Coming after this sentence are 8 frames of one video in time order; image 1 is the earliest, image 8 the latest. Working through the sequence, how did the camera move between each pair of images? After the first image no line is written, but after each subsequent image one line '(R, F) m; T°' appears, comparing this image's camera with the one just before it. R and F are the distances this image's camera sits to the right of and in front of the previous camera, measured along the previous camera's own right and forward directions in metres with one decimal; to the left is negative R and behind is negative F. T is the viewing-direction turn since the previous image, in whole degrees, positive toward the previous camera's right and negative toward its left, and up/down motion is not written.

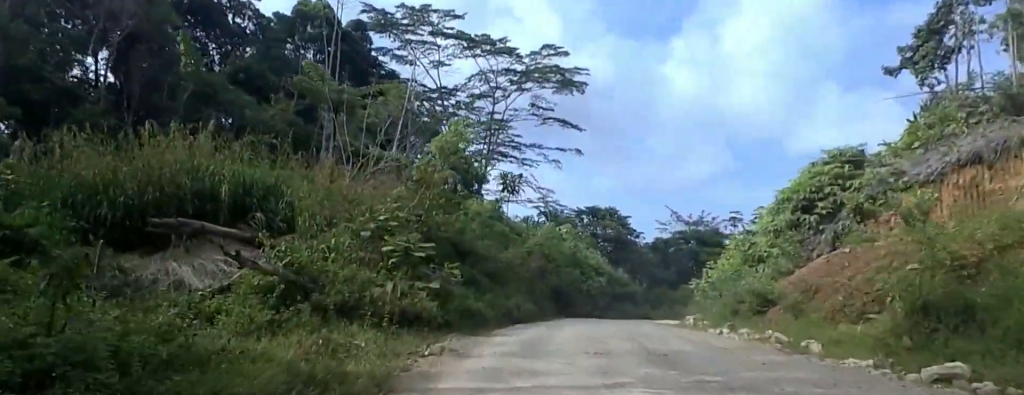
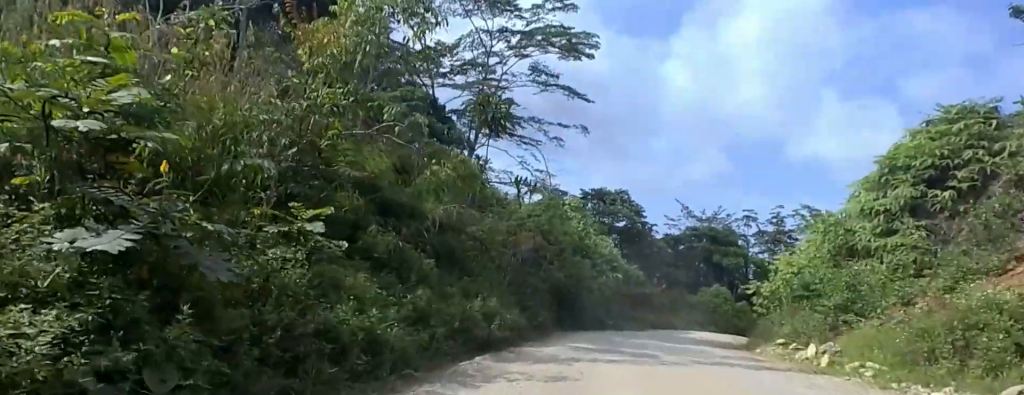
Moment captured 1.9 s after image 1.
(-0.6, +12.1) m; +3°
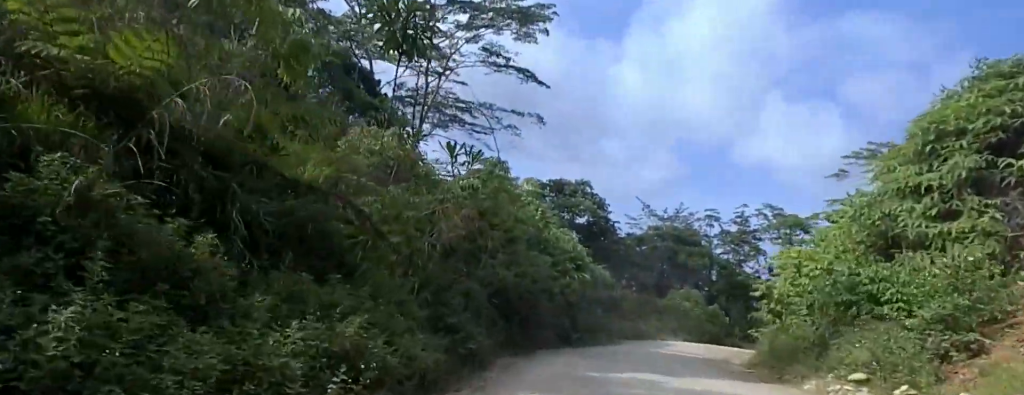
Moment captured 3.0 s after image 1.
(+0.7, +7.9) m; +5°
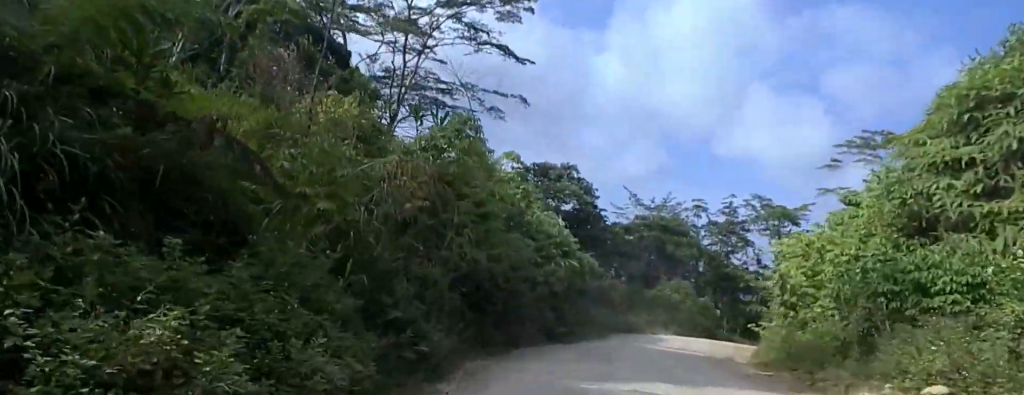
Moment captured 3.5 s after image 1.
(0.0, +3.3) m; 0°
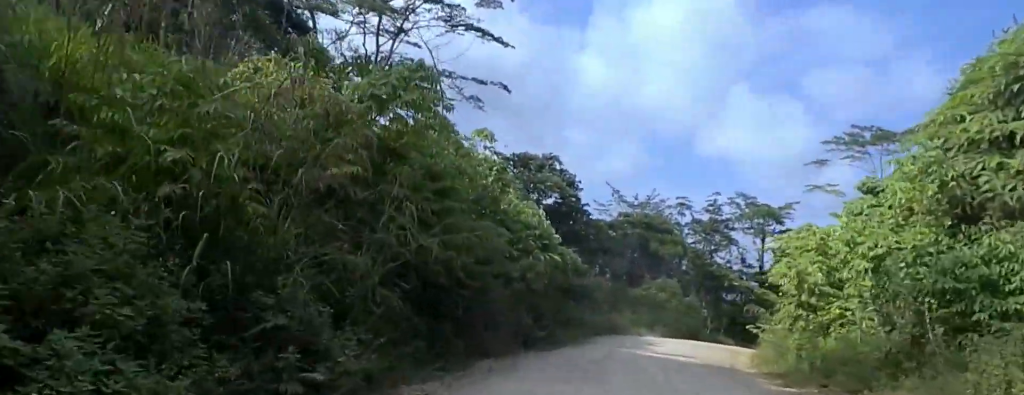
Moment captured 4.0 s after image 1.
(0.0, +3.5) m; +1°
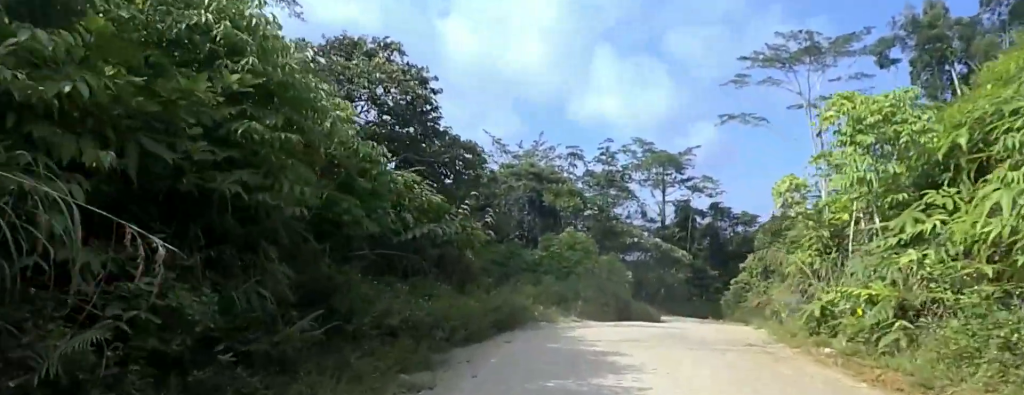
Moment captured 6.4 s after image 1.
(+2.0, +20.8) m; +10°
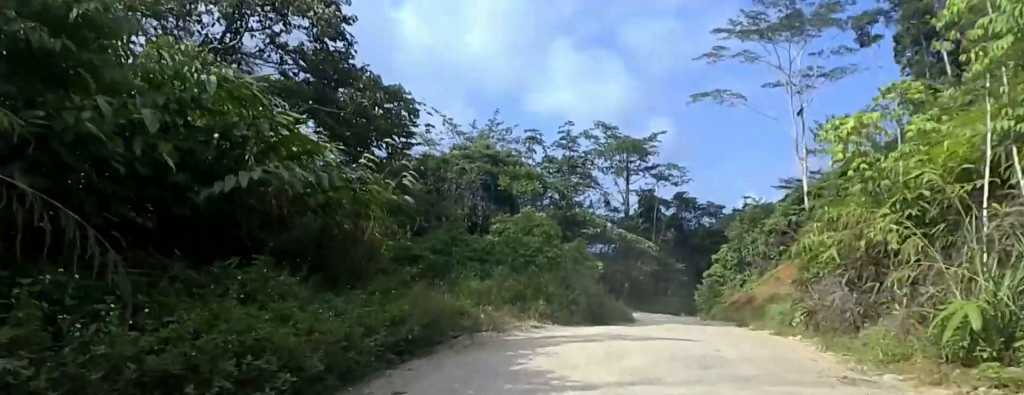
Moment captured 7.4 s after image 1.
(-0.1, +6.1) m; +4°
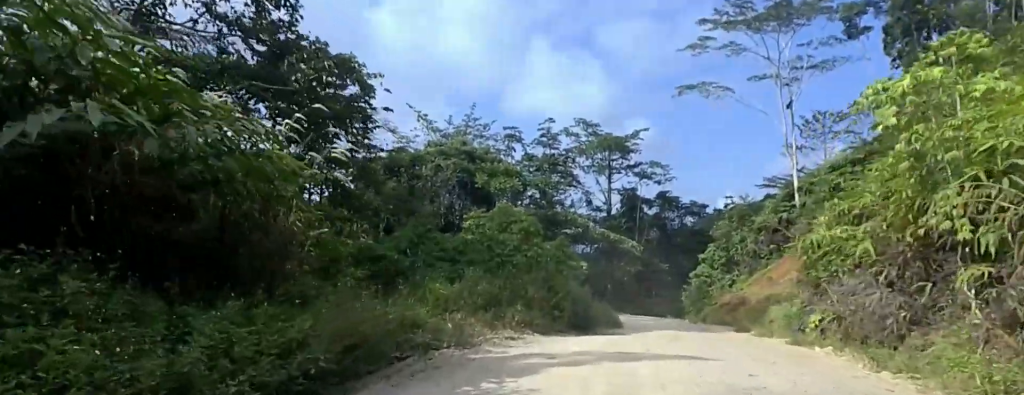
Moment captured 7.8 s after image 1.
(0.0, +2.0) m; +4°
